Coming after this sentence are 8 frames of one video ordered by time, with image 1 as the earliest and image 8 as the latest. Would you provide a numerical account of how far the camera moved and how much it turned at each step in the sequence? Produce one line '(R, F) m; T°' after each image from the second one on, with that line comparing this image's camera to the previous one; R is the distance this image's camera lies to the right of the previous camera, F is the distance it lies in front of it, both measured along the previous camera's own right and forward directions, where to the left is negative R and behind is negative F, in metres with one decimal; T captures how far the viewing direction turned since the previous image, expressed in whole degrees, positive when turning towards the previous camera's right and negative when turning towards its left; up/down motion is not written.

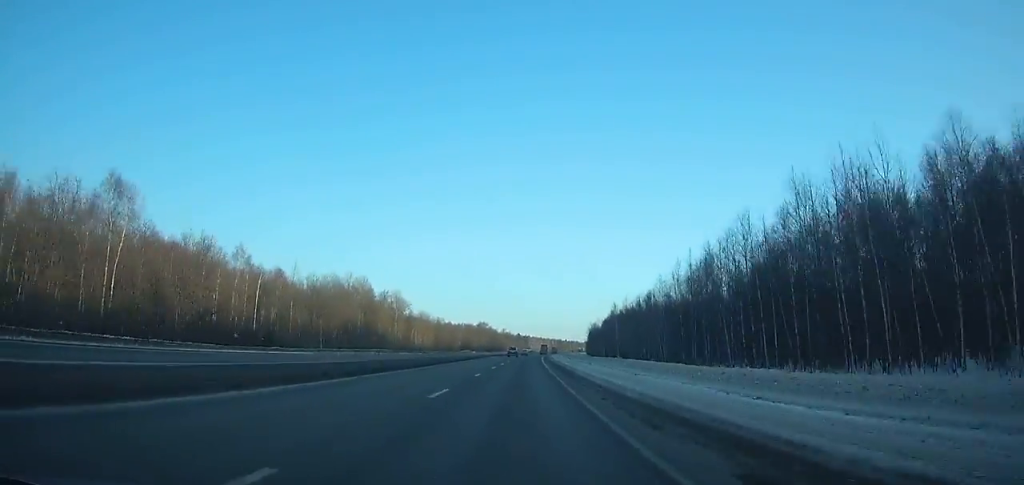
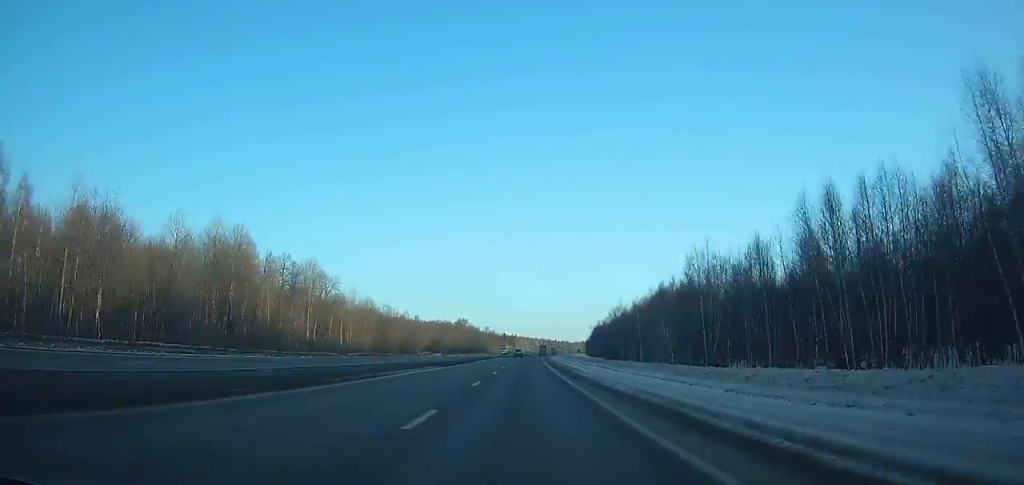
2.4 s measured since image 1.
(+0.6, +65.1) m; +2°
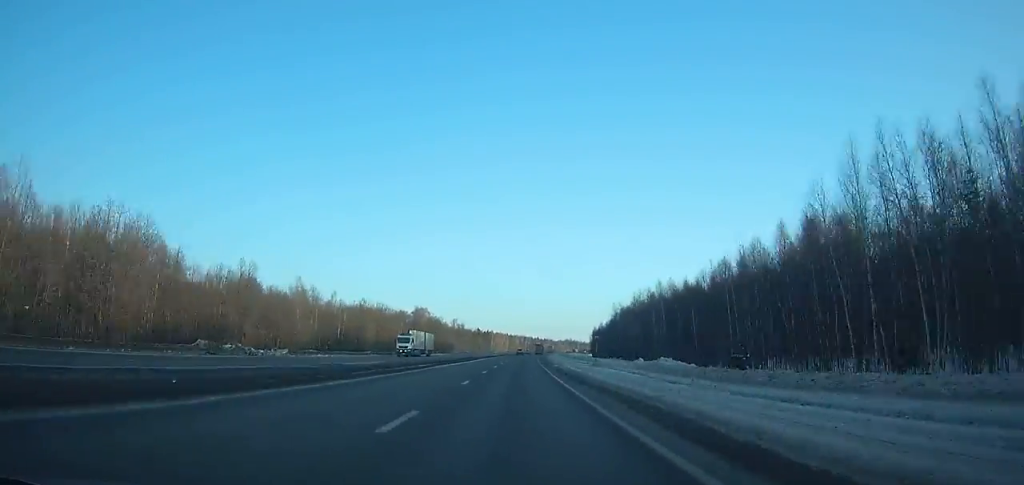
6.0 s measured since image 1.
(+2.4, +96.5) m; +2°
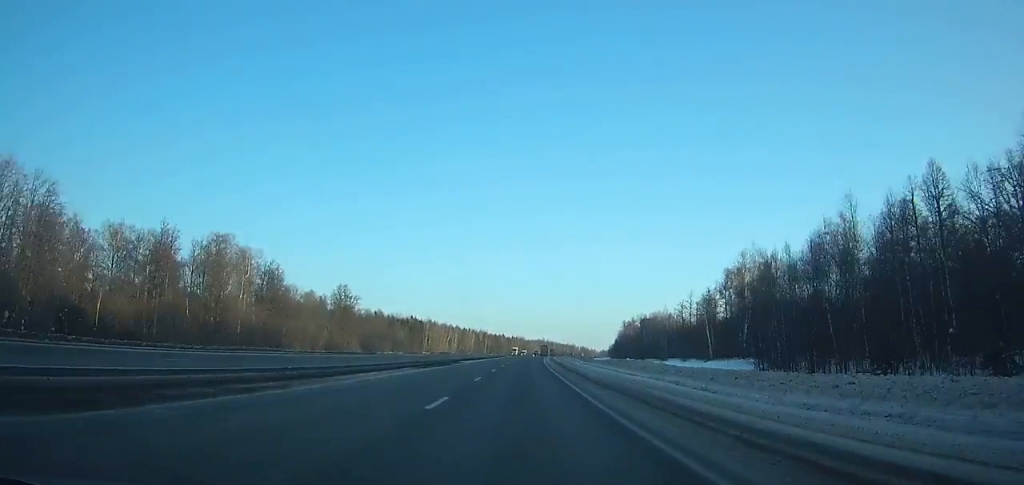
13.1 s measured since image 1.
(+5.8, +188.0) m; +3°
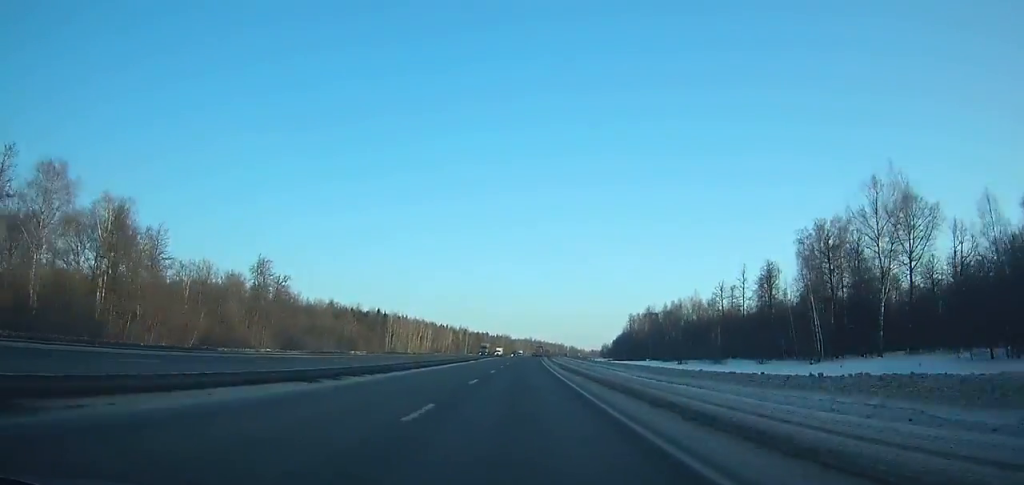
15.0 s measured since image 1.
(+0.4, +50.2) m; +1°
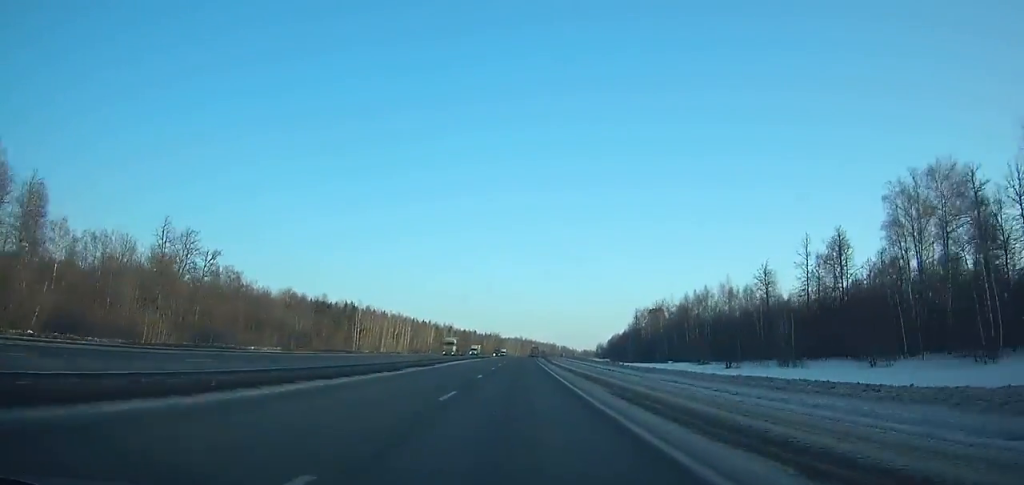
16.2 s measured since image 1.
(+0.2, +31.7) m; 0°
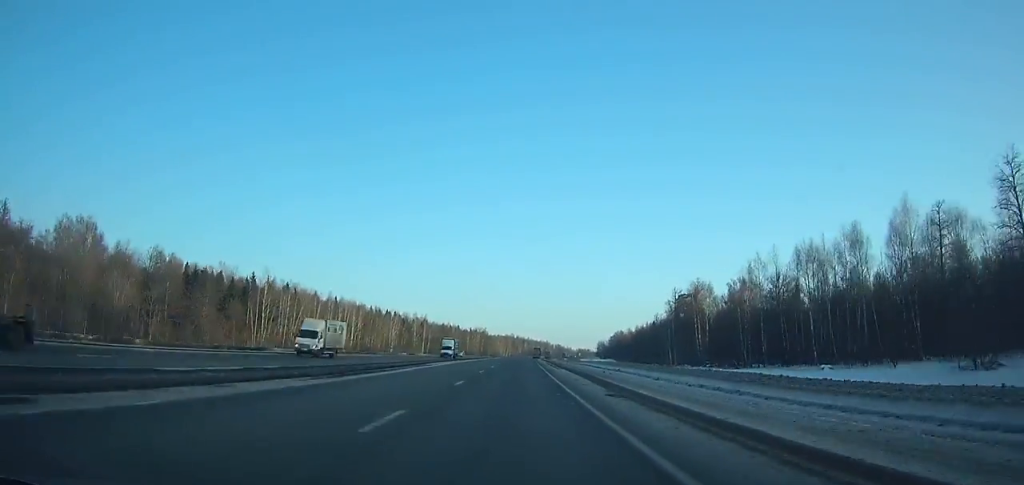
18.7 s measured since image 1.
(+0.6, +66.2) m; +1°
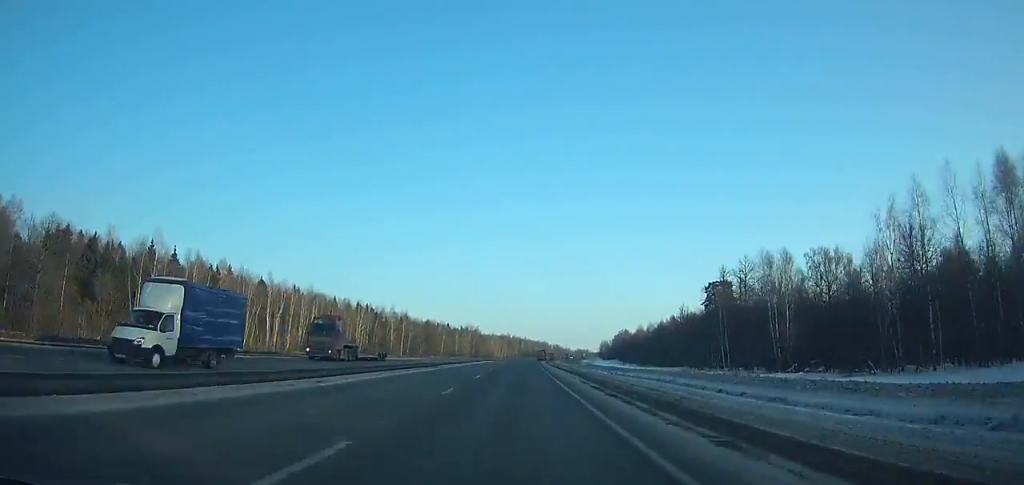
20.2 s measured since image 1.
(0.0, +39.9) m; +1°
